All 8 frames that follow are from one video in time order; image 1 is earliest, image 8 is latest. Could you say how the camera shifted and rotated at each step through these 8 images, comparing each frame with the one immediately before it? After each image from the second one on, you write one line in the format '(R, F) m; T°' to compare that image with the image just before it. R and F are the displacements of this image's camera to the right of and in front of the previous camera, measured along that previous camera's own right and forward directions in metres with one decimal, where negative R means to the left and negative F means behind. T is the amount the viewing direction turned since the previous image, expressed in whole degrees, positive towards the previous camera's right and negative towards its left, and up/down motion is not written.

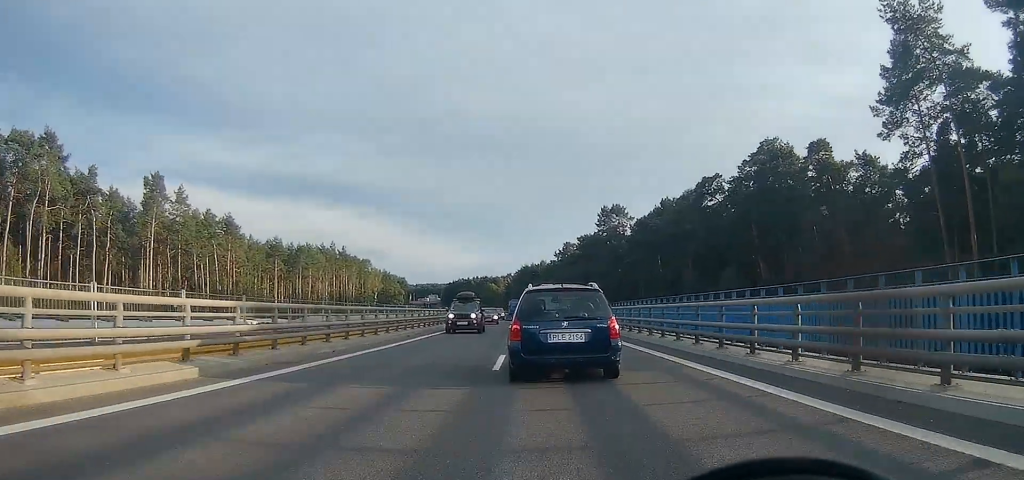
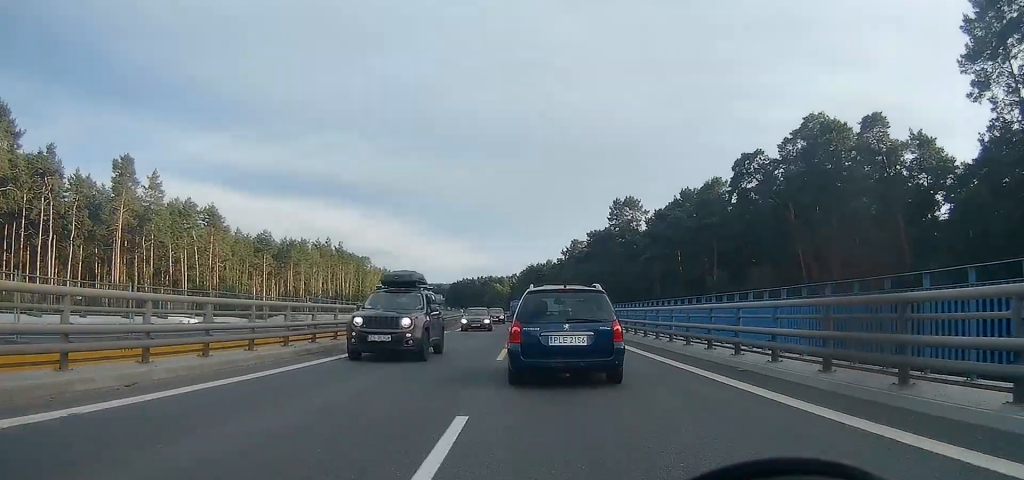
(-0.1, +9.0) m; 0°
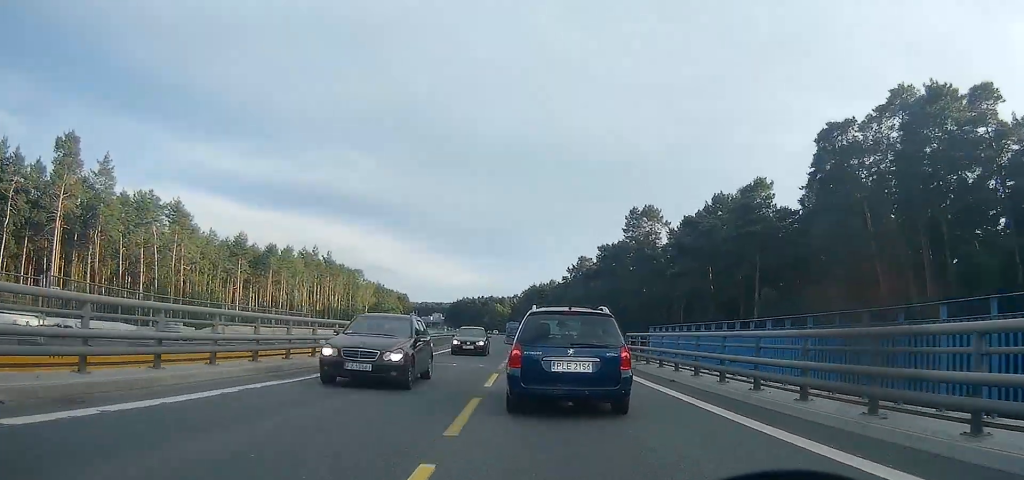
(-0.1, +13.1) m; 0°
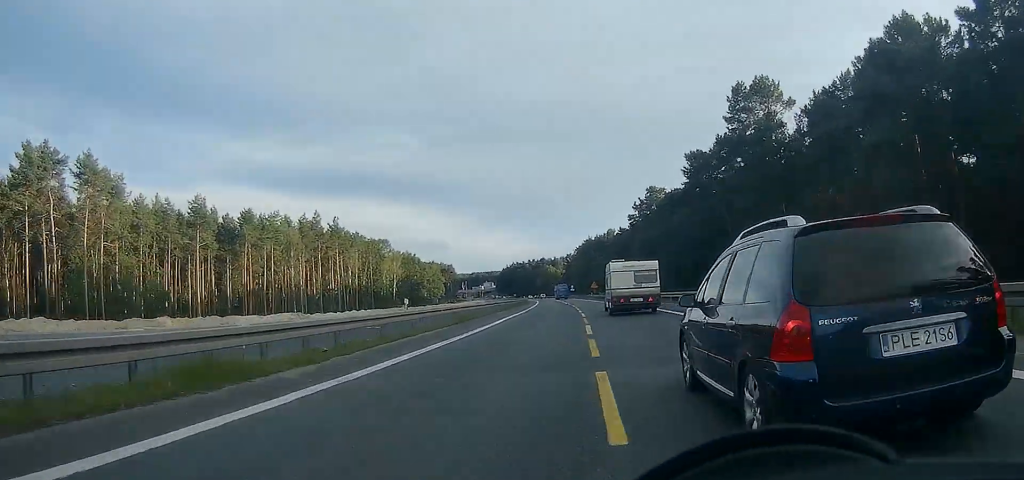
(-0.5, +31.0) m; -2°
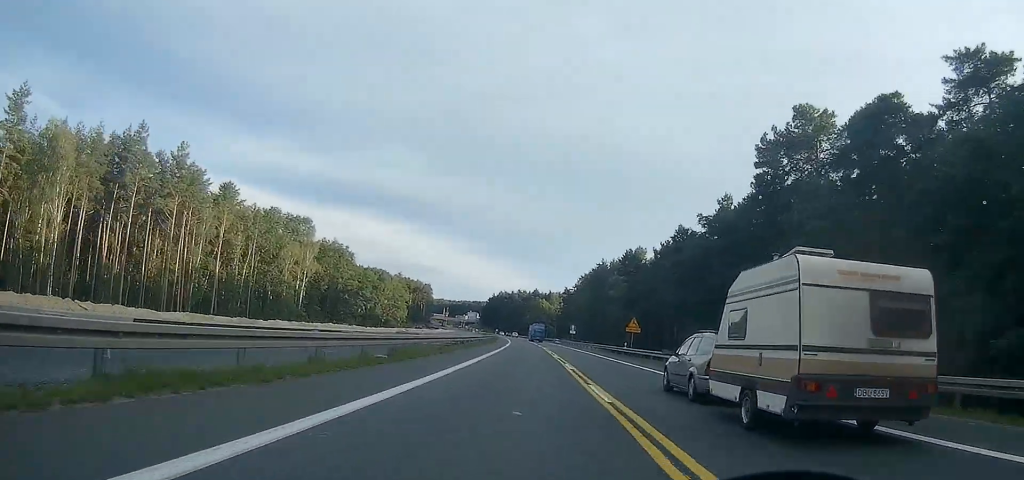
(-1.0, +60.6) m; -1°
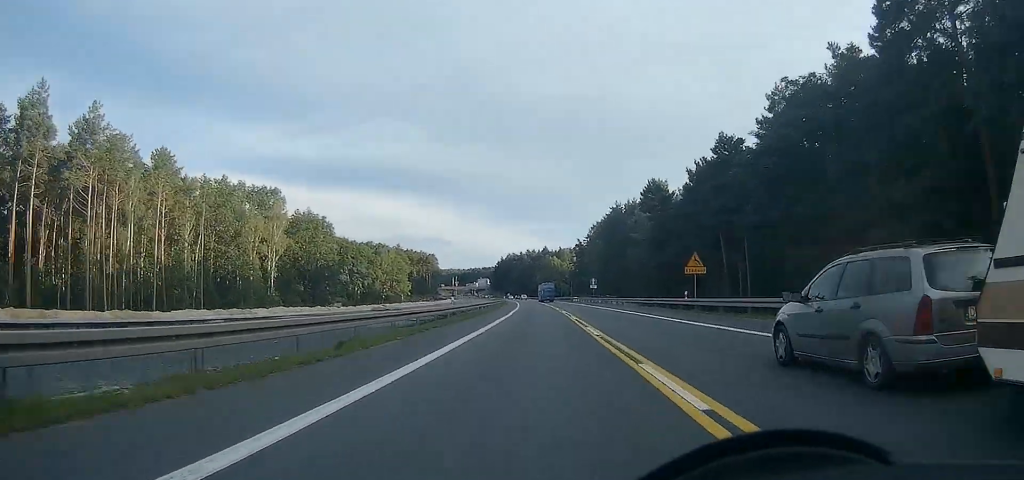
(0.0, +17.0) m; 0°
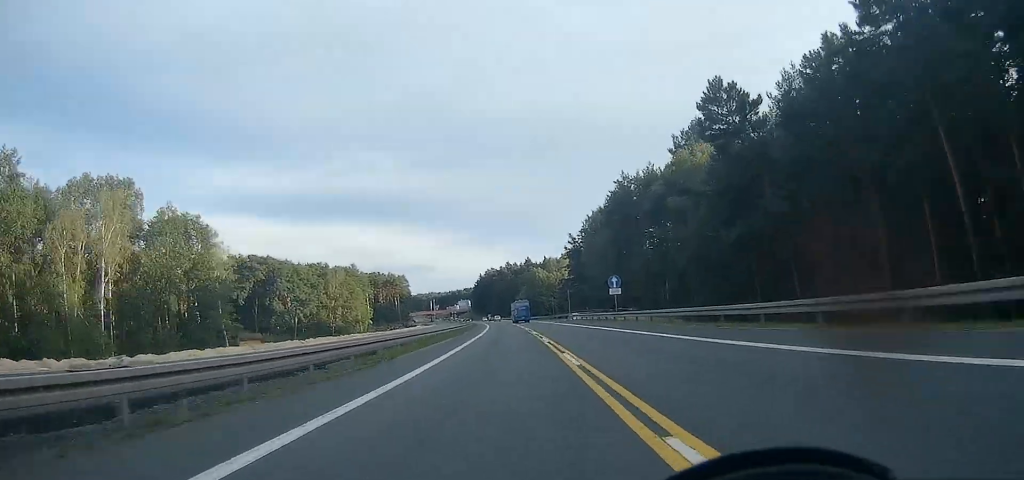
(-0.1, +39.8) m; 0°
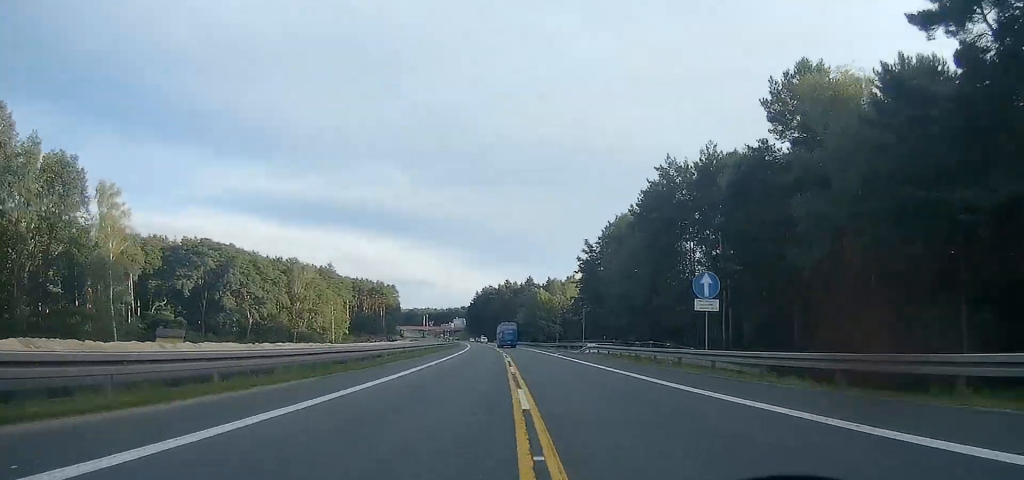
(0.0, +26.2) m; 0°
